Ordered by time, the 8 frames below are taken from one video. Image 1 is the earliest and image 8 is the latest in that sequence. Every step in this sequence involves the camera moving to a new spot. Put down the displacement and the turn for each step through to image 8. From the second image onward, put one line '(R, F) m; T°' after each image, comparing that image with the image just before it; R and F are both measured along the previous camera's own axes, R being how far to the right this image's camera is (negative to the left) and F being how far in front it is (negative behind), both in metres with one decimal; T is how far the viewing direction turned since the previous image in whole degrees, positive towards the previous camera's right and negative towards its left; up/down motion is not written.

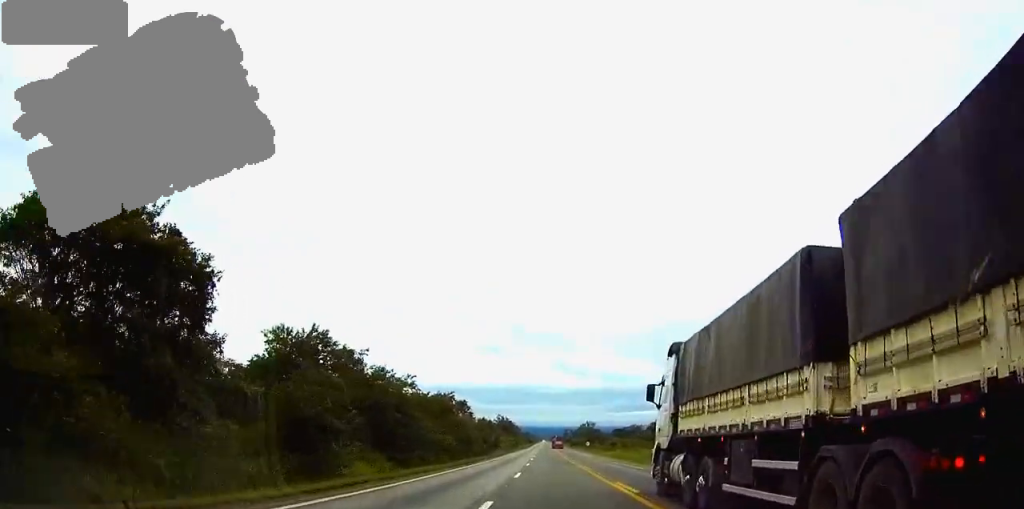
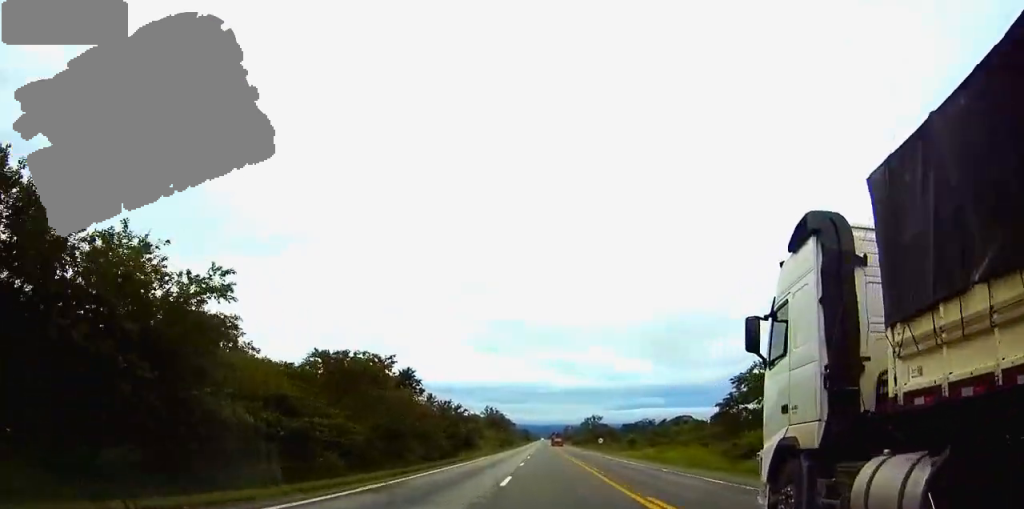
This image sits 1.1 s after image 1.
(+0.1, +39.7) m; 0°
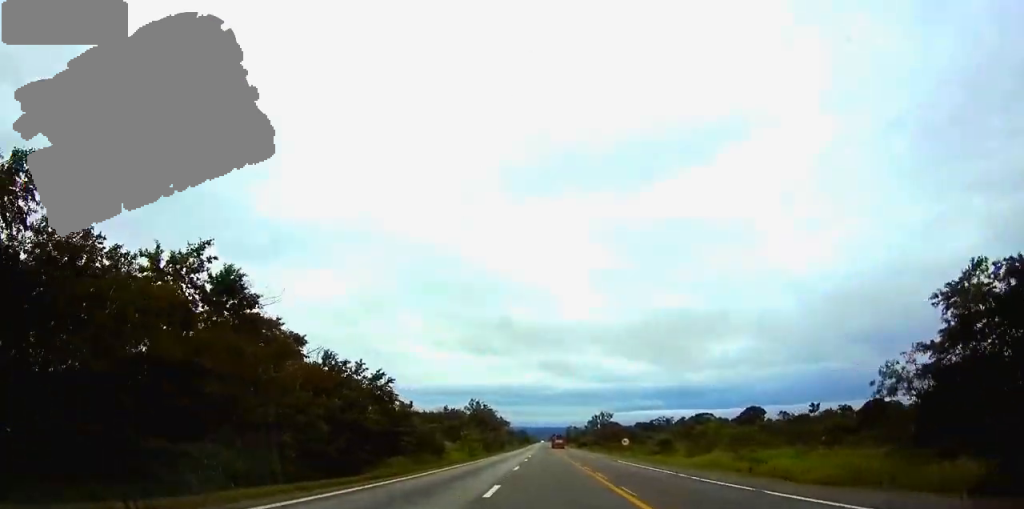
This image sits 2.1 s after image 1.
(-0.1, +37.0) m; 0°
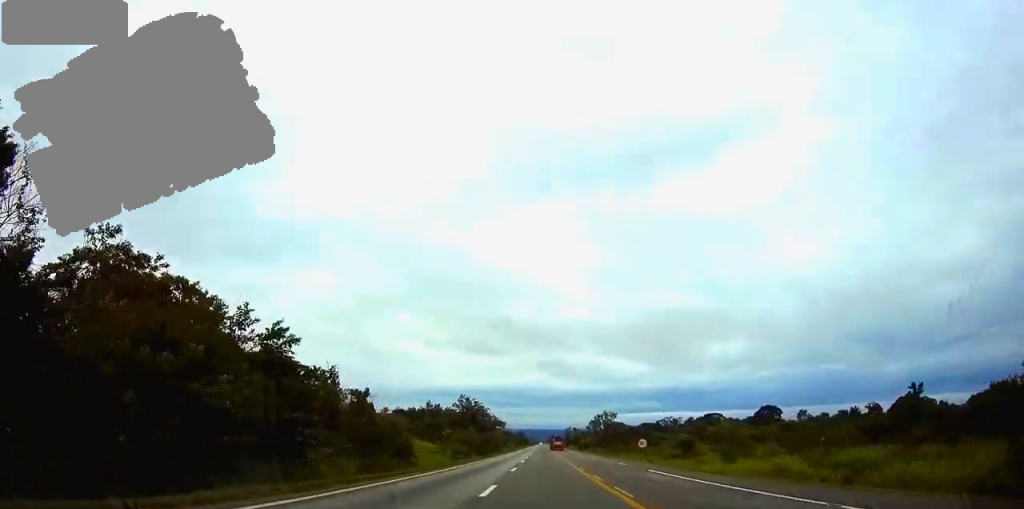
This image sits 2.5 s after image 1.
(0.0, +15.9) m; 0°
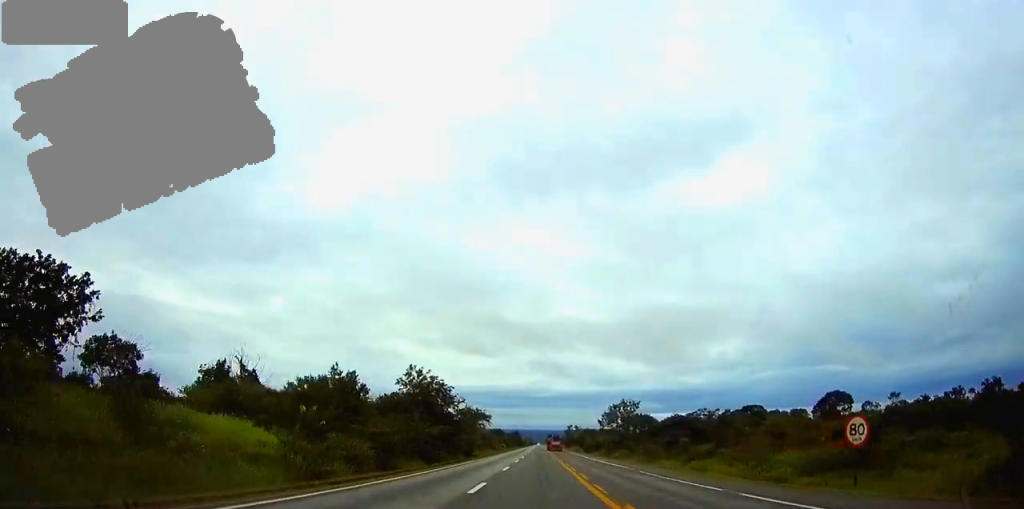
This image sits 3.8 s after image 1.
(+0.2, +47.3) m; 0°
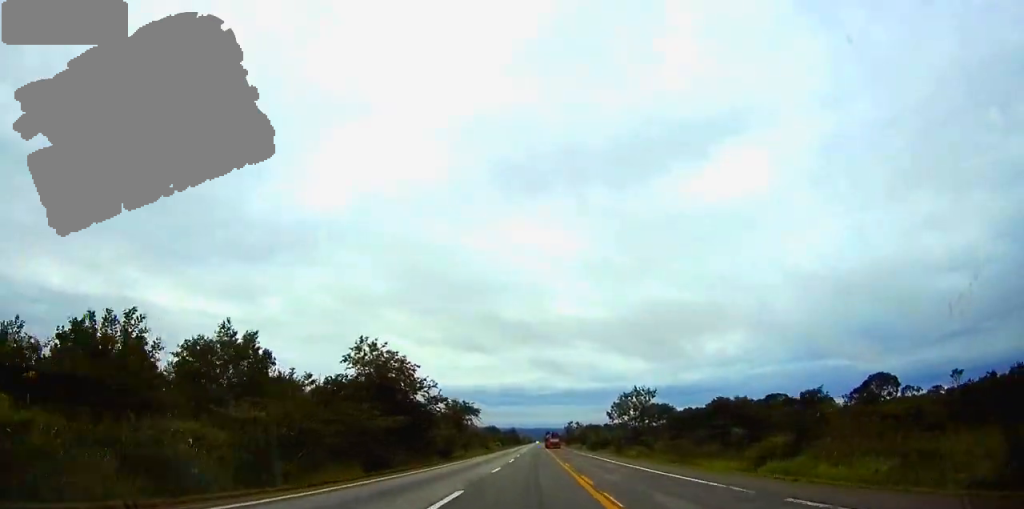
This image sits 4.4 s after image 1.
(0.0, +21.6) m; 0°
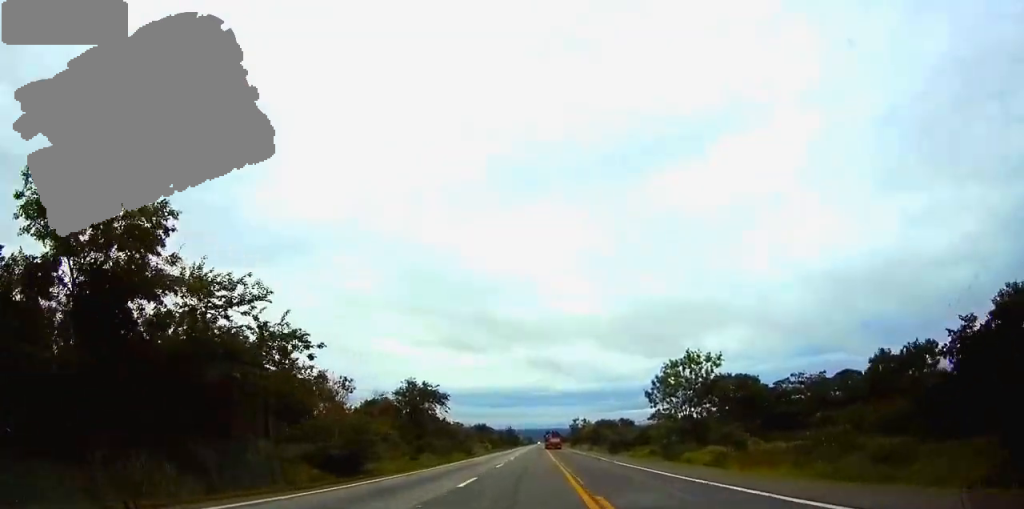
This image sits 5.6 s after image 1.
(0.0, +42.6) m; 0°
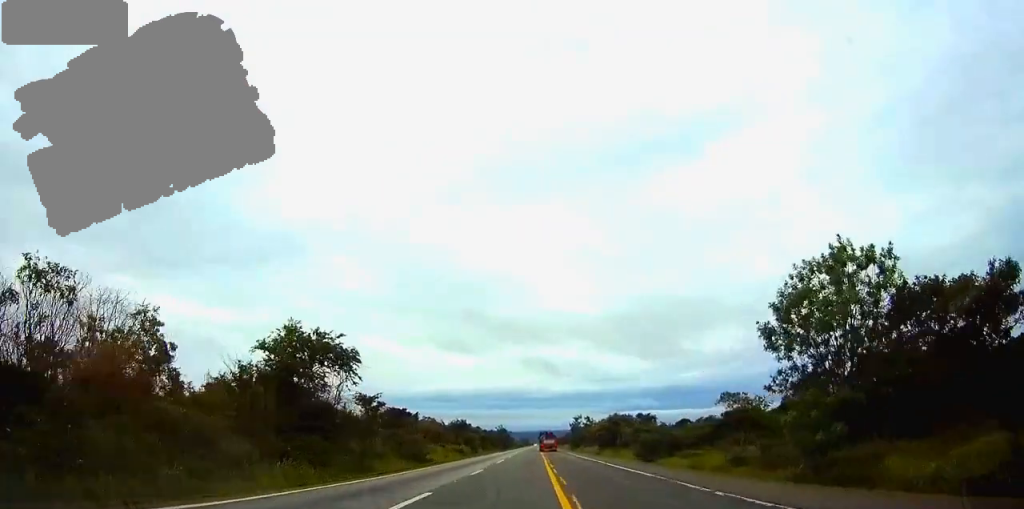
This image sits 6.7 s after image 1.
(+0.1, +39.8) m; 0°
